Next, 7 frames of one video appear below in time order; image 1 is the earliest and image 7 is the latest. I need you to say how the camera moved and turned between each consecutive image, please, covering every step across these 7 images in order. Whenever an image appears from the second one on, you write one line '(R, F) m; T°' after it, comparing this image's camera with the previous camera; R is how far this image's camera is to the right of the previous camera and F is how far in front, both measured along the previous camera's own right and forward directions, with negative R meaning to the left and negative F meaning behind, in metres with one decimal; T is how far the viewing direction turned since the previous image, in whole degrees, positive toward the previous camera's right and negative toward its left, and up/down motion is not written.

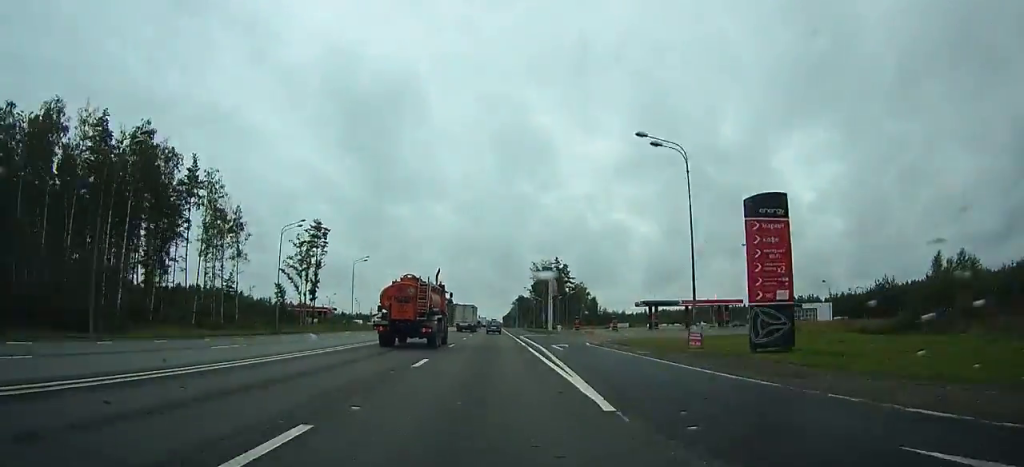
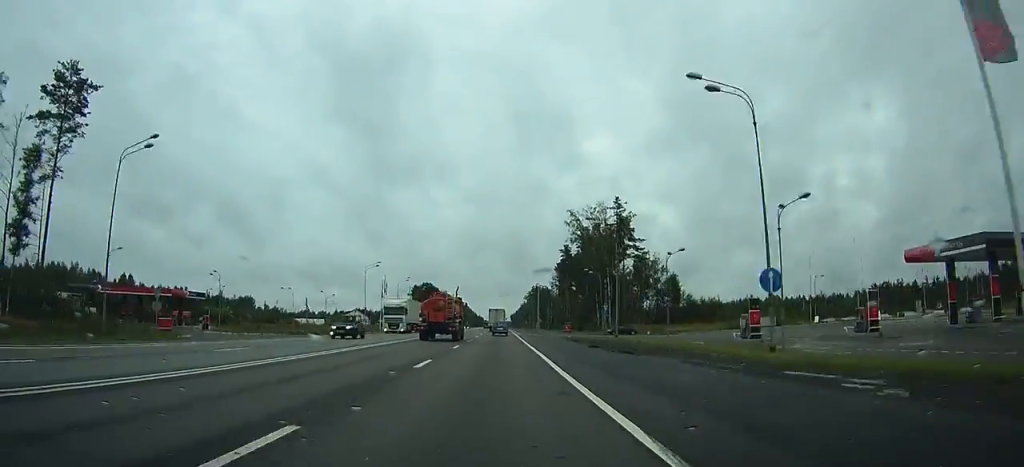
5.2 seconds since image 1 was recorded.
(+0.4, +95.0) m; +1°
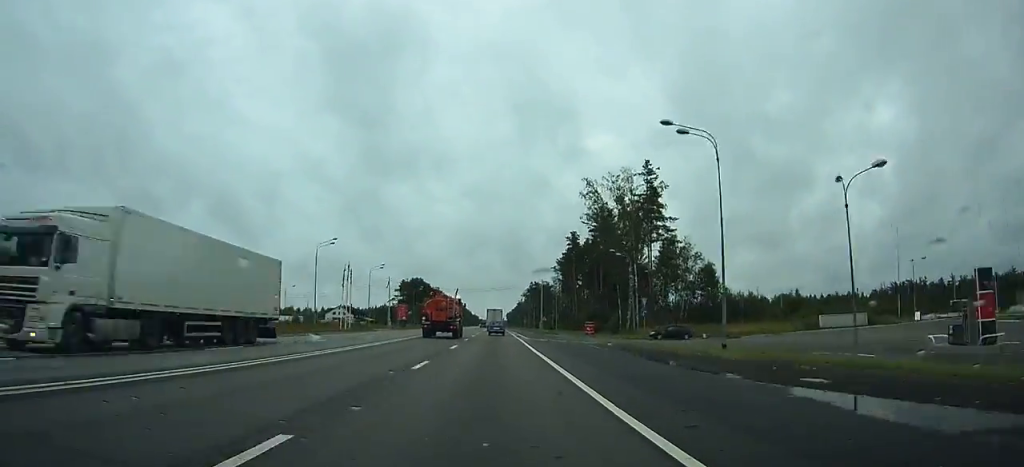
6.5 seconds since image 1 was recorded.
(0.0, +24.6) m; 0°
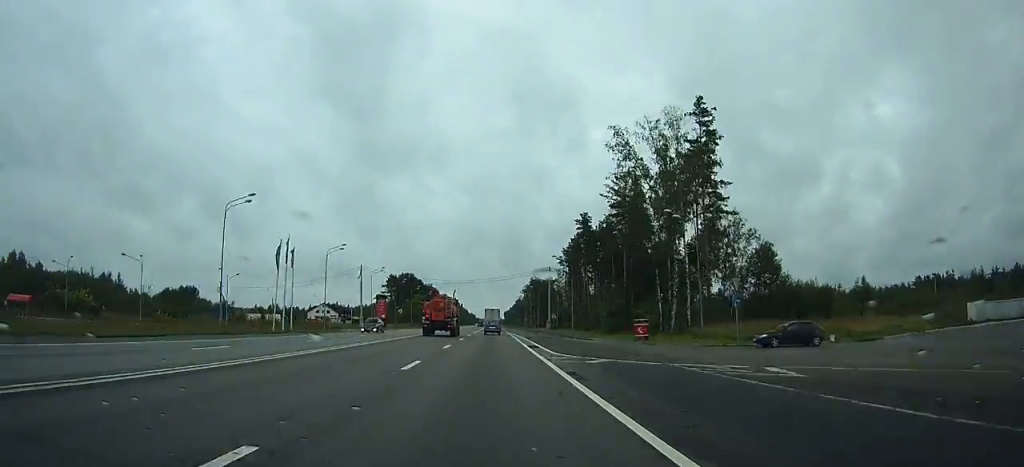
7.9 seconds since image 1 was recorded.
(0.0, +24.5) m; 0°
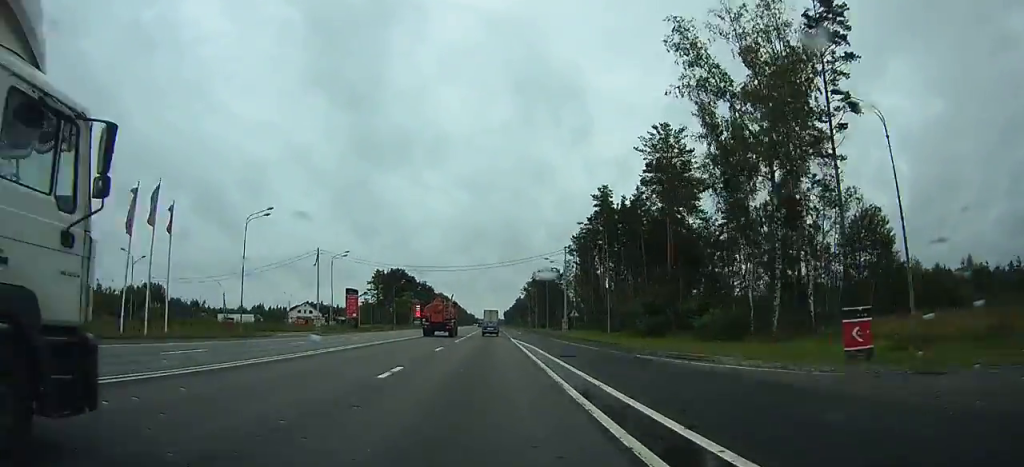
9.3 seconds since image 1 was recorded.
(0.0, +25.7) m; 0°
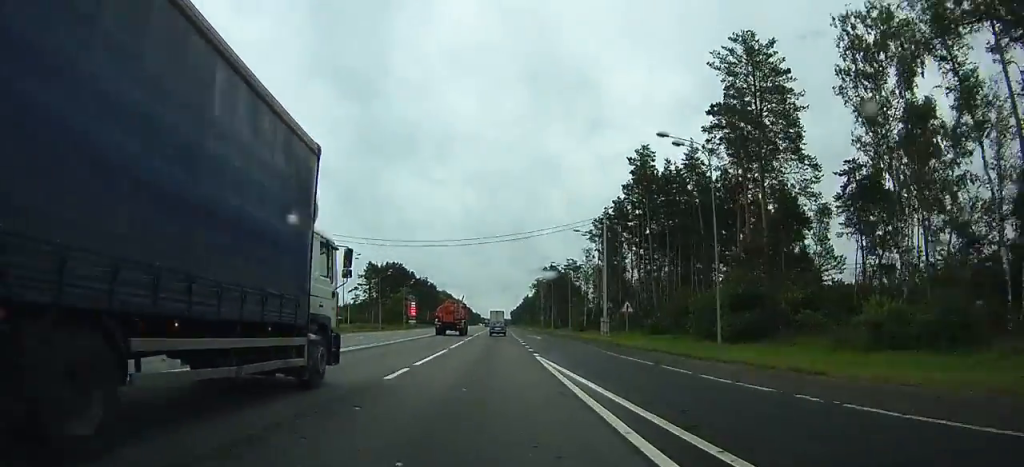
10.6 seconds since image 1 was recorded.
(0.0, +24.4) m; 0°
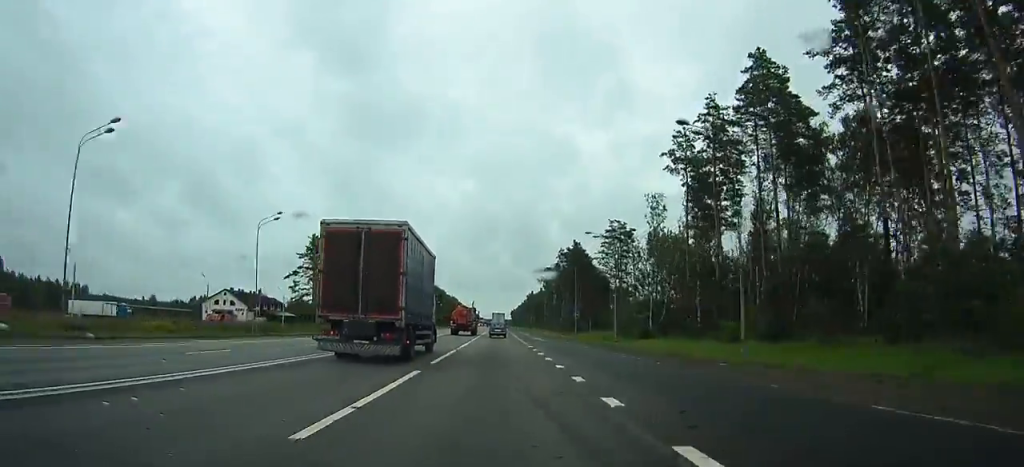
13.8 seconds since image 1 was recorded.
(-0.6, +58.4) m; -1°
